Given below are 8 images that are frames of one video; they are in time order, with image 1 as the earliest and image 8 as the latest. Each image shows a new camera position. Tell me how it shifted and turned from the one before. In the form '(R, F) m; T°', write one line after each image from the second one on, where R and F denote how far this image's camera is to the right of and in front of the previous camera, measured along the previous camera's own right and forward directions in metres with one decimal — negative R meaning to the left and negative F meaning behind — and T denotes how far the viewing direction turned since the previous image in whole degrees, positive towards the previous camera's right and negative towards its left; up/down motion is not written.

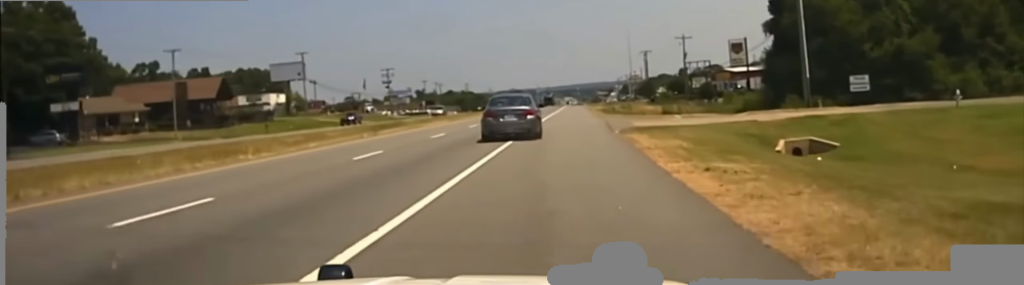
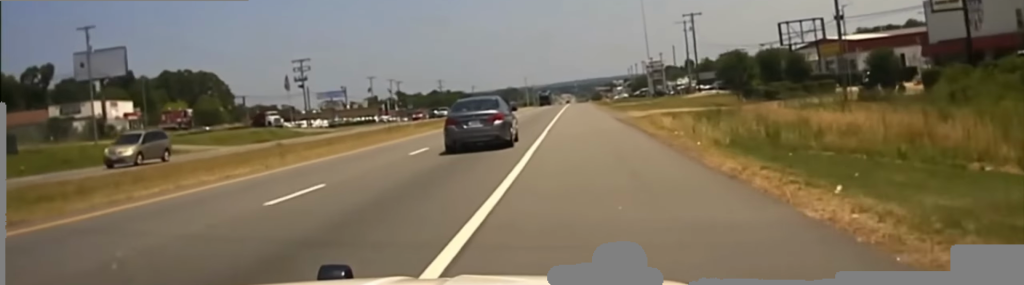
(+0.5, +71.7) m; +1°
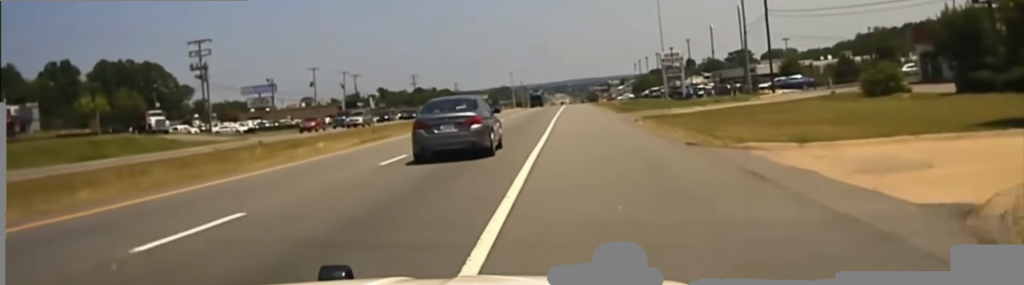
(0.0, +42.9) m; 0°
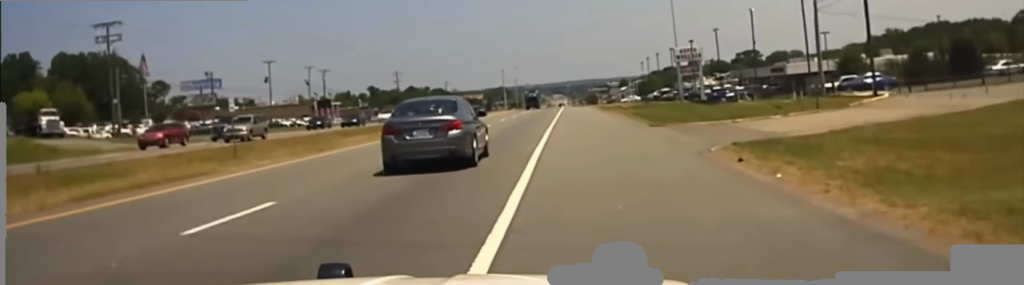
(0.0, +24.1) m; 0°
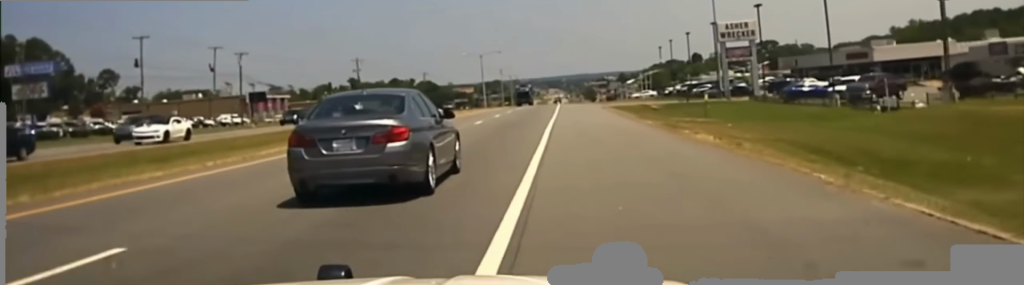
(0.0, +39.7) m; 0°
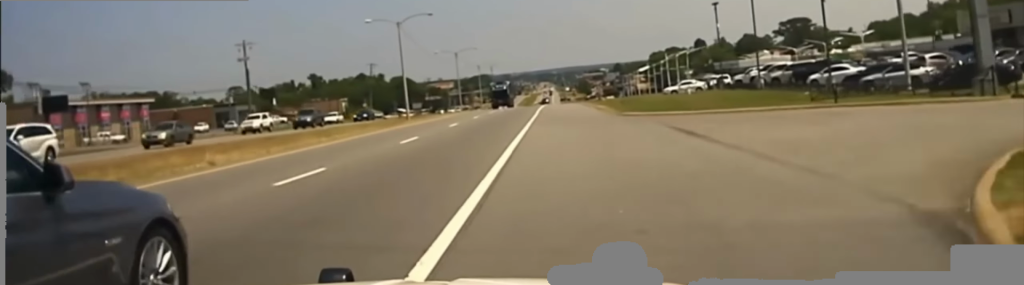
(+0.1, +60.9) m; 0°
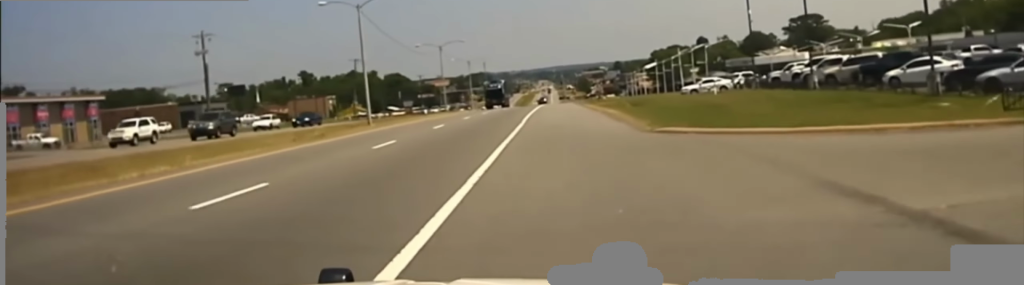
(0.0, +16.0) m; 0°
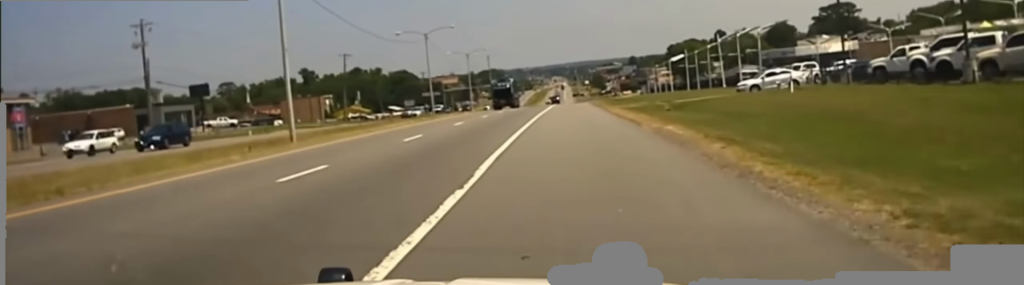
(0.0, +22.1) m; 0°
